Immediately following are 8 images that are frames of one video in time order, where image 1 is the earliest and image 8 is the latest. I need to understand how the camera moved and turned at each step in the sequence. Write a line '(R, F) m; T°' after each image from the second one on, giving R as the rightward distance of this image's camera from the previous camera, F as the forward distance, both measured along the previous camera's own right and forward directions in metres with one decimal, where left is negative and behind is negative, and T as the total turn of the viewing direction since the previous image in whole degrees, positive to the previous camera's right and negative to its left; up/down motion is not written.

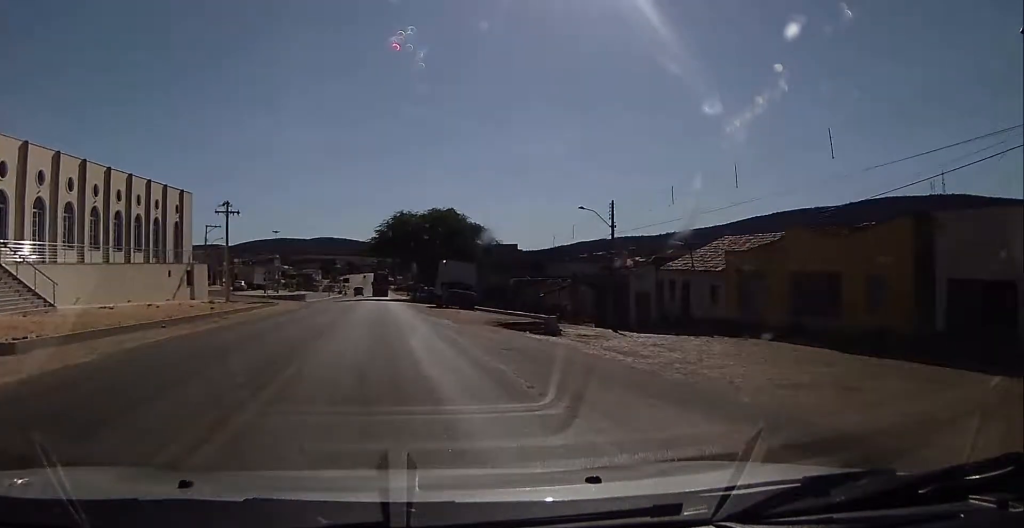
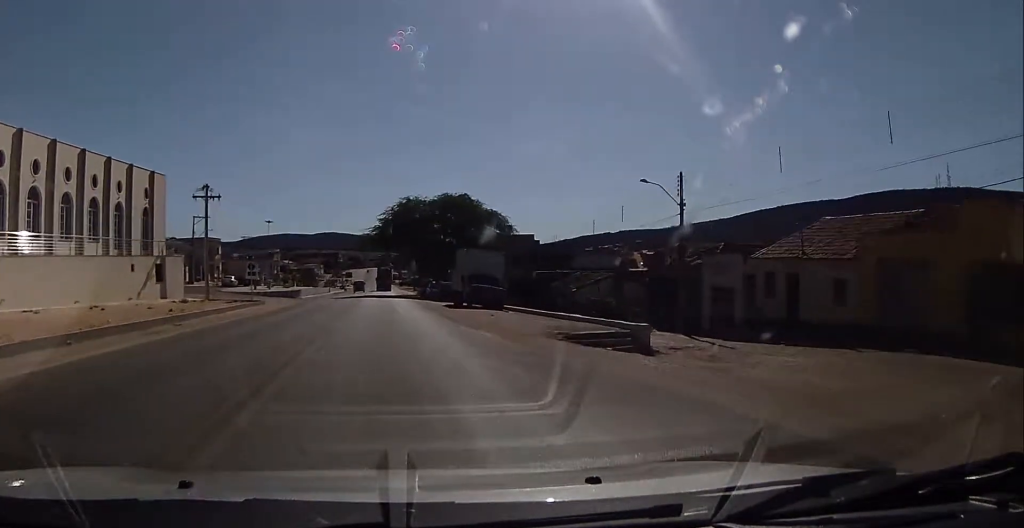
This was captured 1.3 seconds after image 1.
(+0.3, +7.2) m; +1°
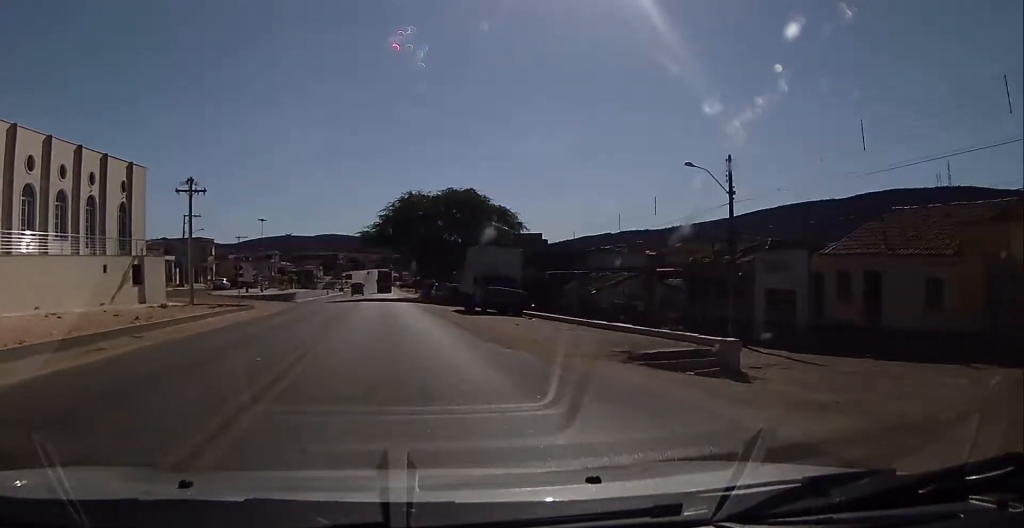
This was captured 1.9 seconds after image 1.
(-0.1, +4.0) m; -1°
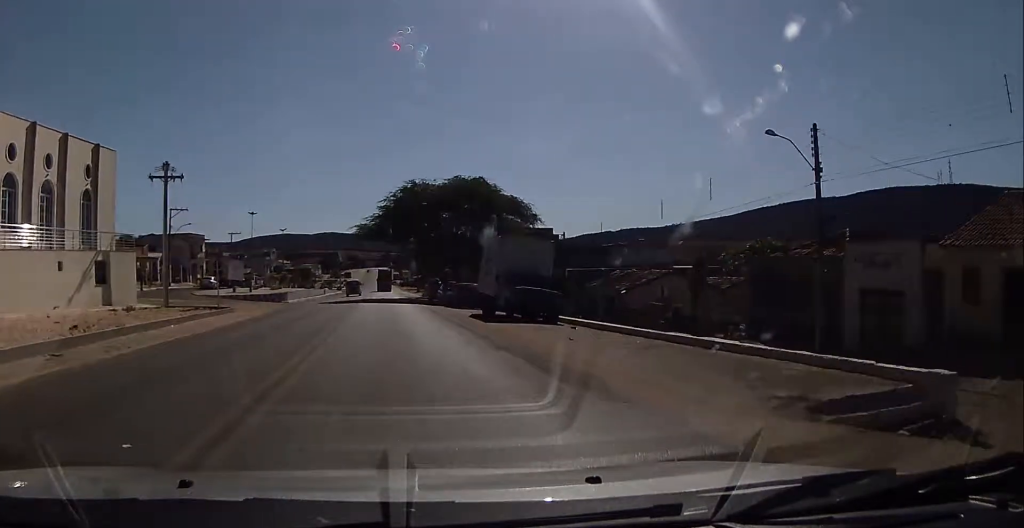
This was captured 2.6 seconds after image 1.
(-0.1, +5.0) m; -1°
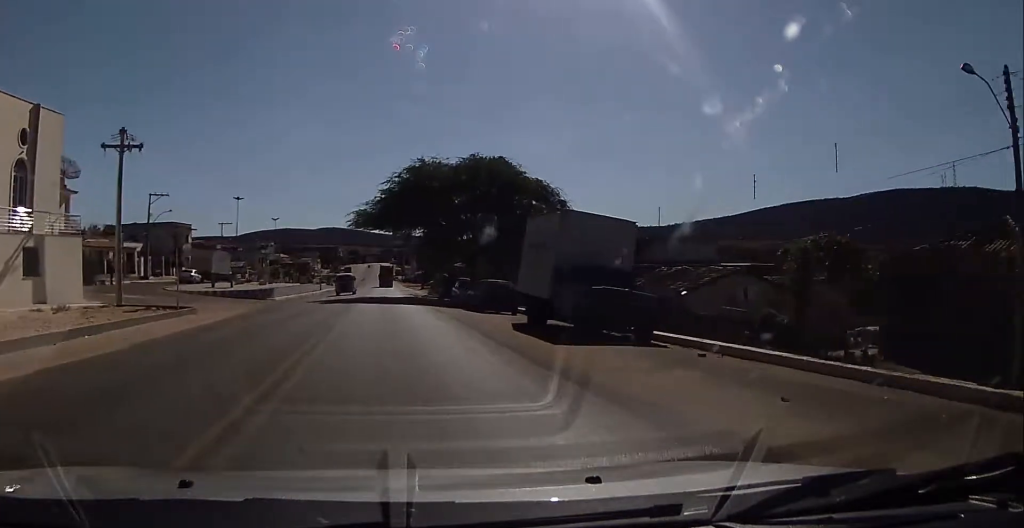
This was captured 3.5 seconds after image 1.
(0.0, +7.3) m; -1°
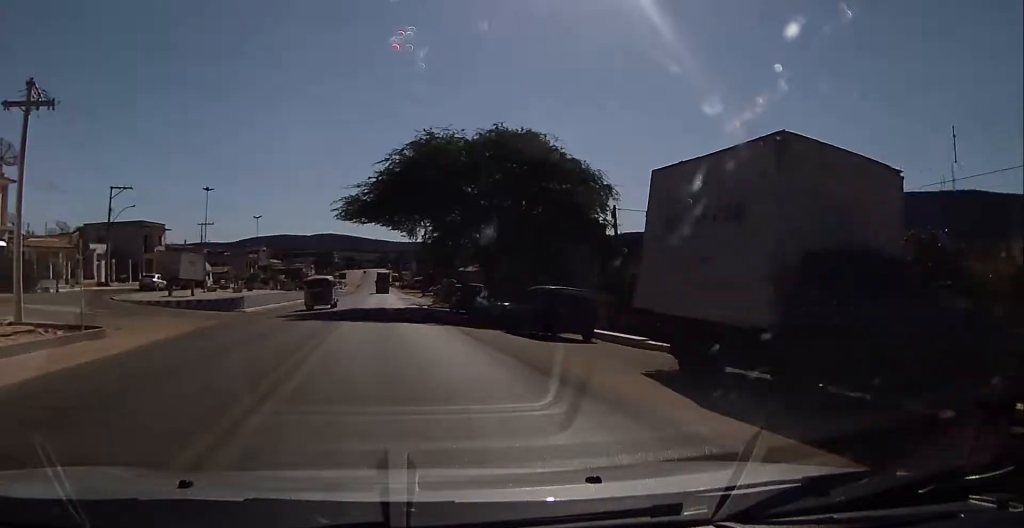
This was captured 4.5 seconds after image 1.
(-0.1, +9.4) m; -1°
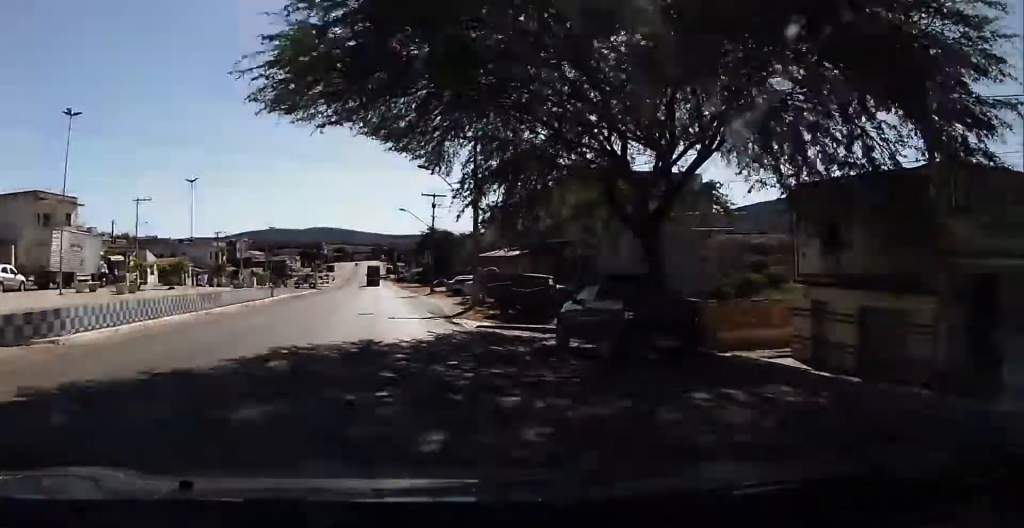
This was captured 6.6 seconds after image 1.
(+0.8, +22.9) m; +1°
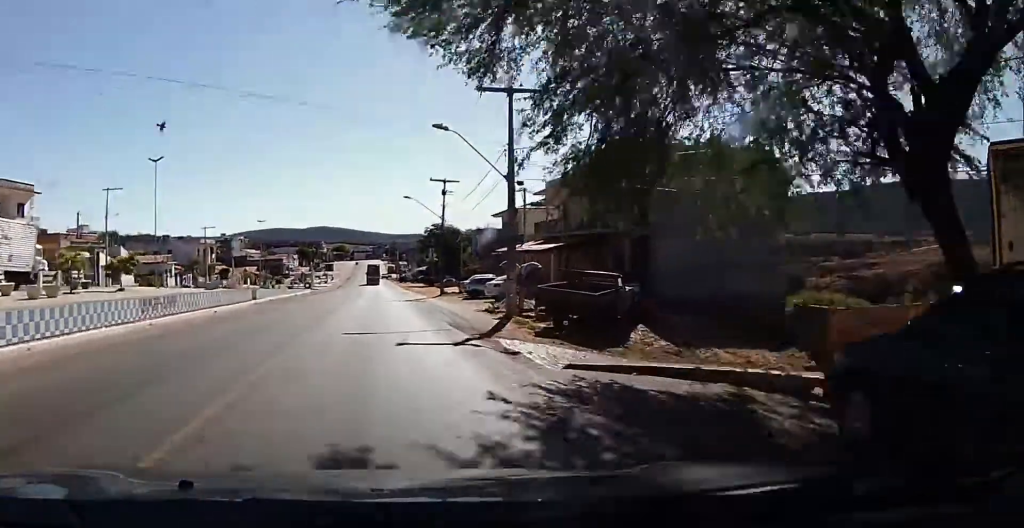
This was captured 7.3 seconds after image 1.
(-0.4, +9.0) m; 0°
